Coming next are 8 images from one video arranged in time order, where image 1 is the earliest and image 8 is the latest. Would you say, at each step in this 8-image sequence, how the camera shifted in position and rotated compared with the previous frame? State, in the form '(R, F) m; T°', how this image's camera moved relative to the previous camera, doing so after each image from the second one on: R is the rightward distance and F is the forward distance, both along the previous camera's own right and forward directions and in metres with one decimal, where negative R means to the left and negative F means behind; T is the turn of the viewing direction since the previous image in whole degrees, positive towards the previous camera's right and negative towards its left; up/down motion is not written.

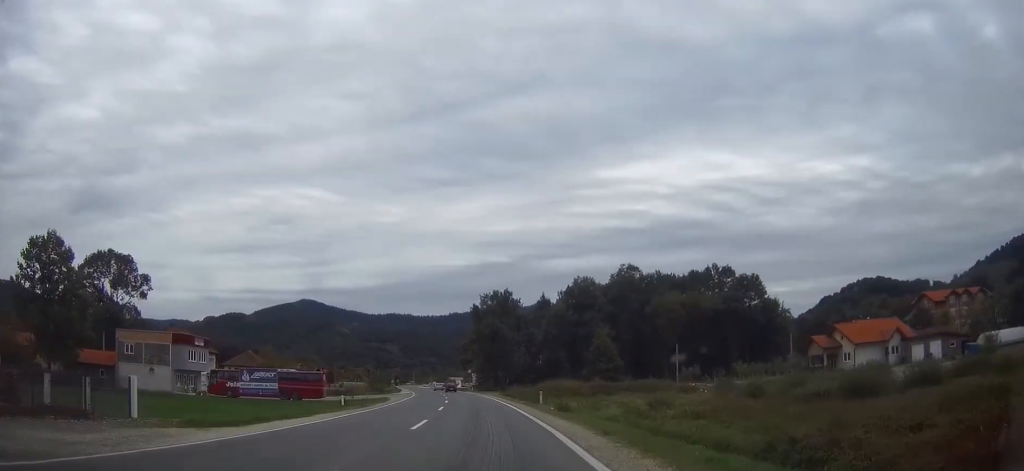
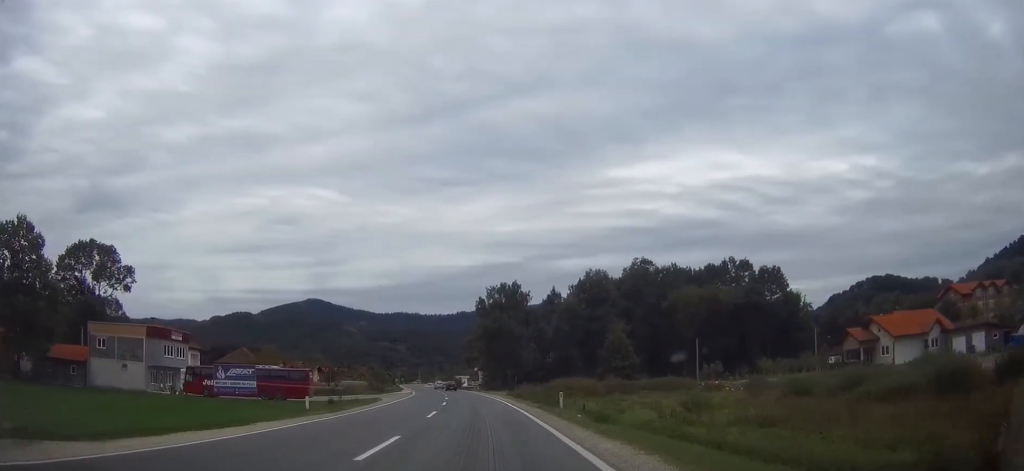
(0.0, +8.3) m; -1°
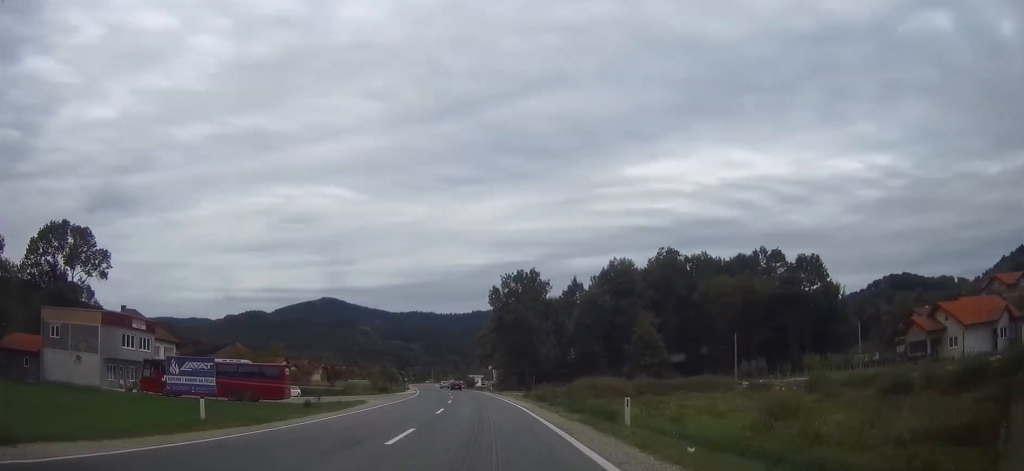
(-0.1, +12.2) m; -1°
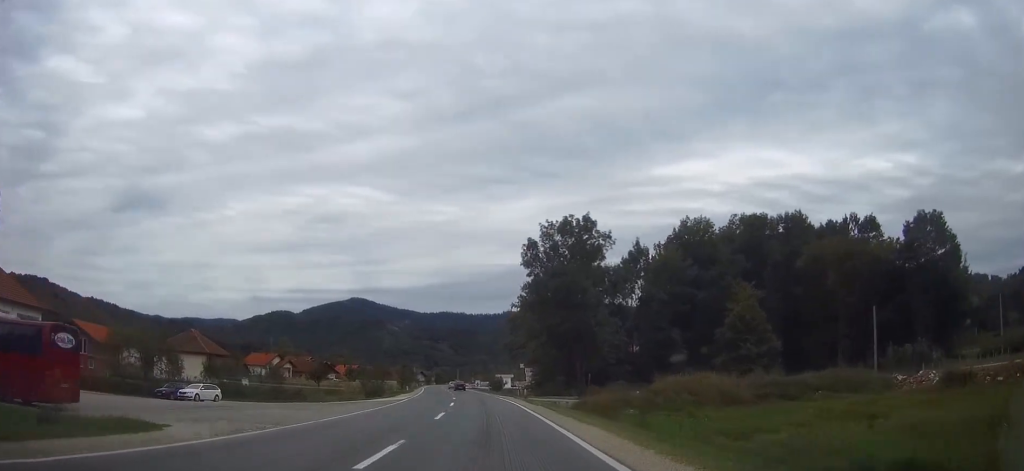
(-0.7, +34.0) m; -2°
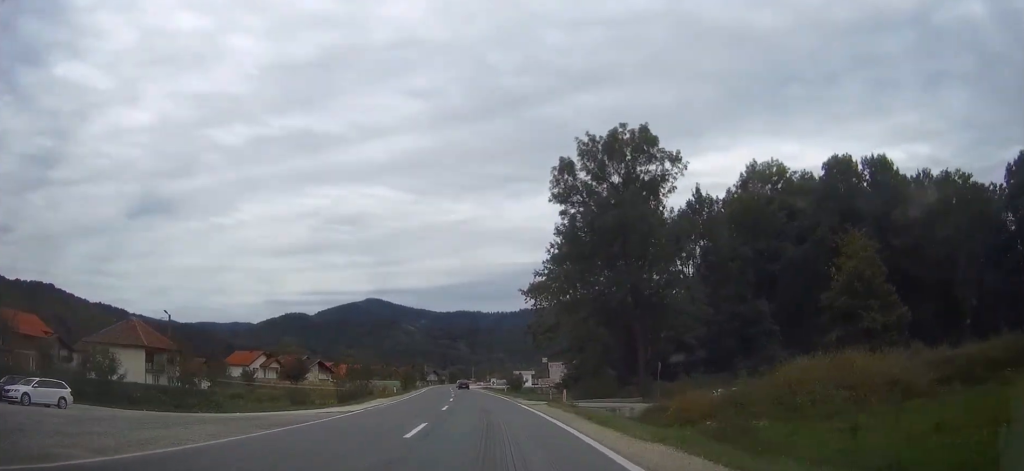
(-0.3, +23.7) m; -1°
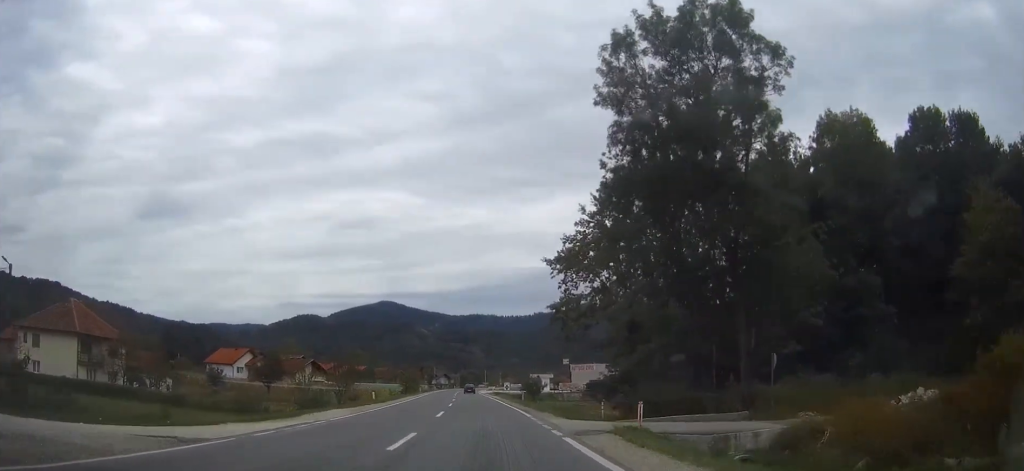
(-0.1, +17.3) m; -1°
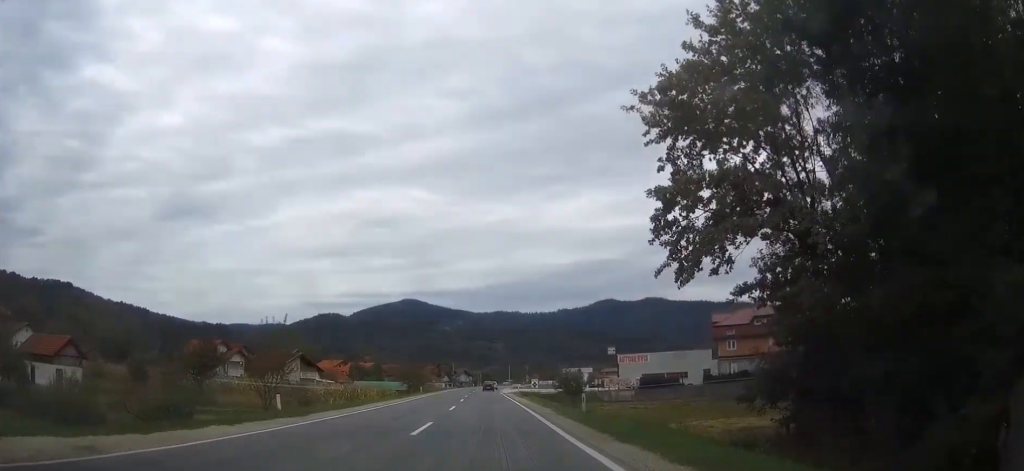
(-0.5, +25.5) m; -2°
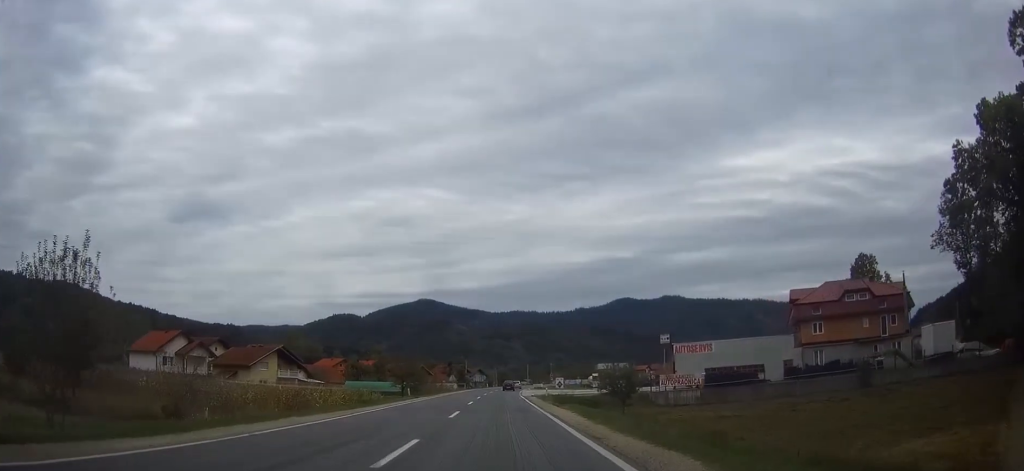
(-0.2, +21.7) m; -1°
